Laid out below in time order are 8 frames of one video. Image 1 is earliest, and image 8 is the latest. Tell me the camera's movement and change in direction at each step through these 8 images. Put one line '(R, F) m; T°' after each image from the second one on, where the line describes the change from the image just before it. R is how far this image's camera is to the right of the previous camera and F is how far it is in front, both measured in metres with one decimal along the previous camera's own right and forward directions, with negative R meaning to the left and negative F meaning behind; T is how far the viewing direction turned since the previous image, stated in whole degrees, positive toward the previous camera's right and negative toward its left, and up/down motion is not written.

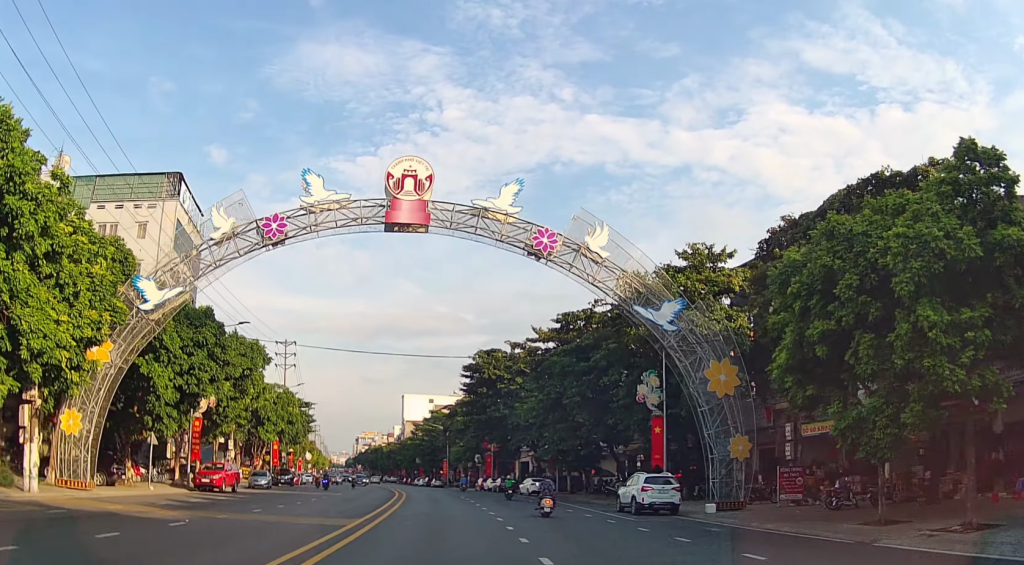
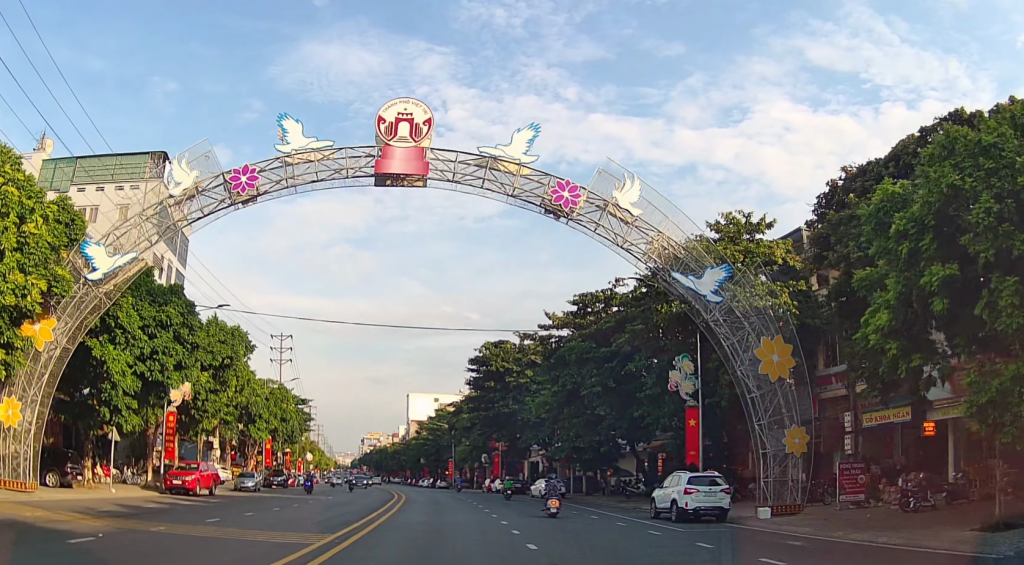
(0.0, +5.2) m; -1°
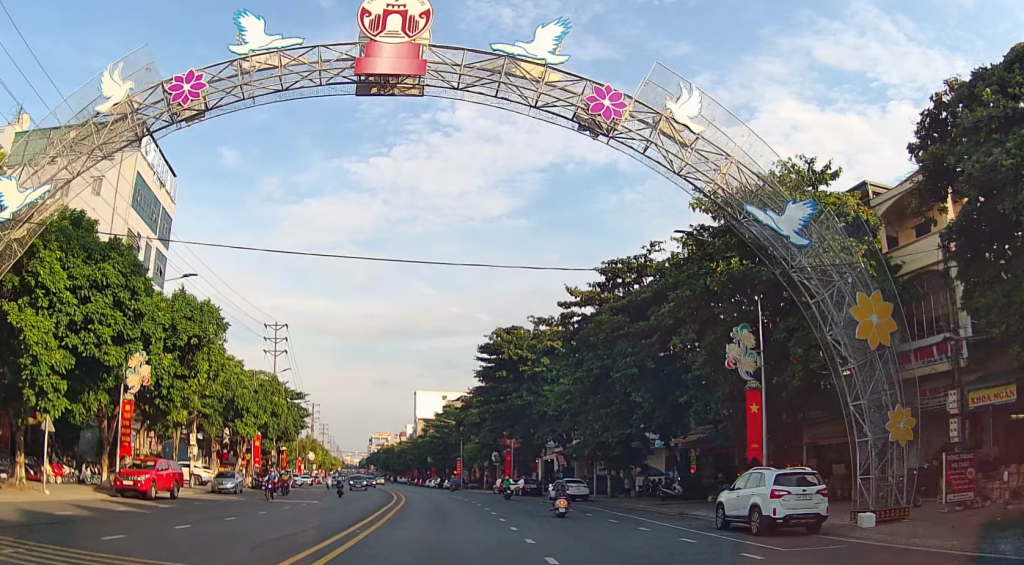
(-0.1, +7.3) m; 0°
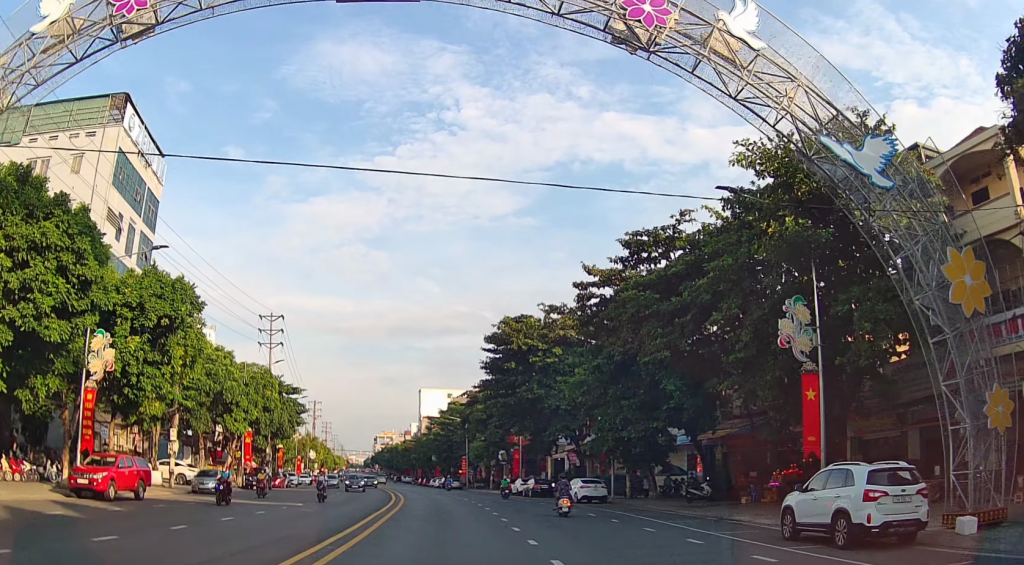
(0.0, +4.7) m; 0°
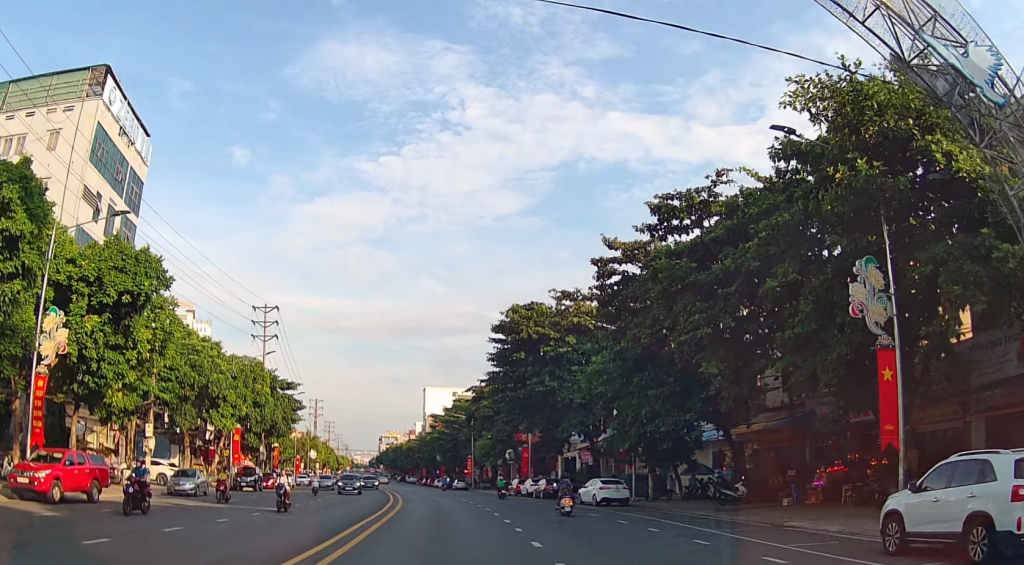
(0.0, +4.5) m; 0°
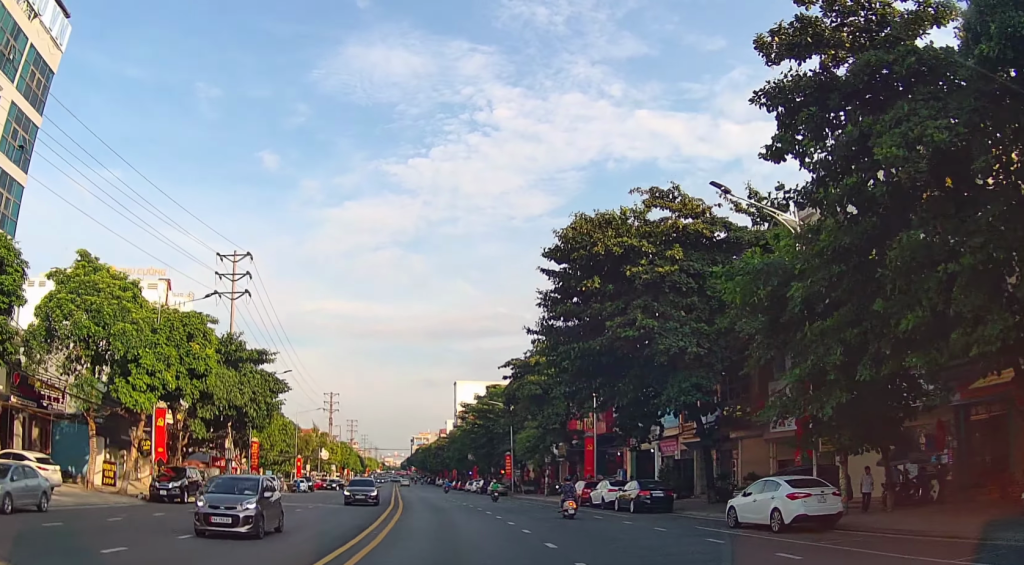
(-0.5, +21.0) m; -2°
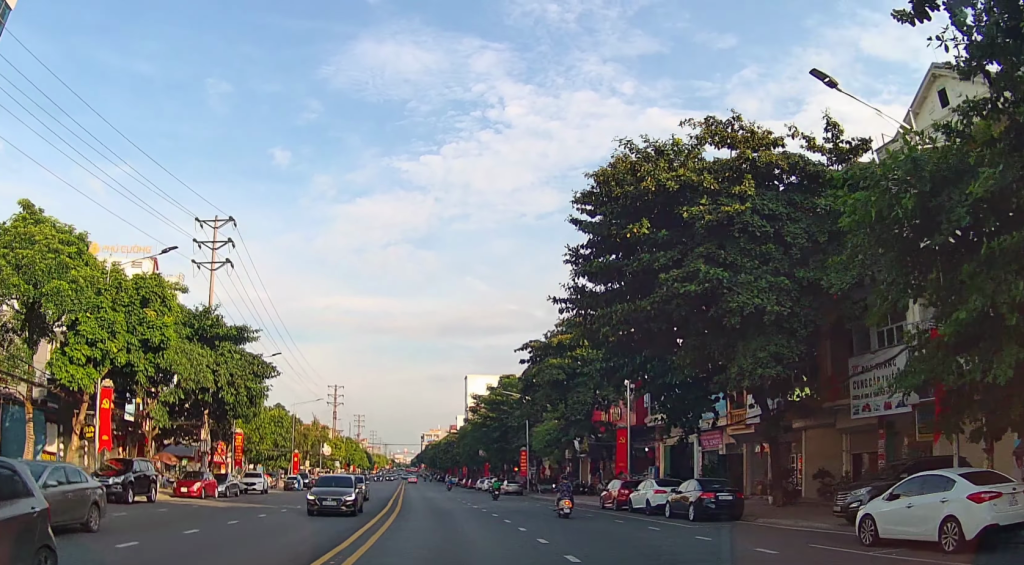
(+0.1, +7.5) m; 0°
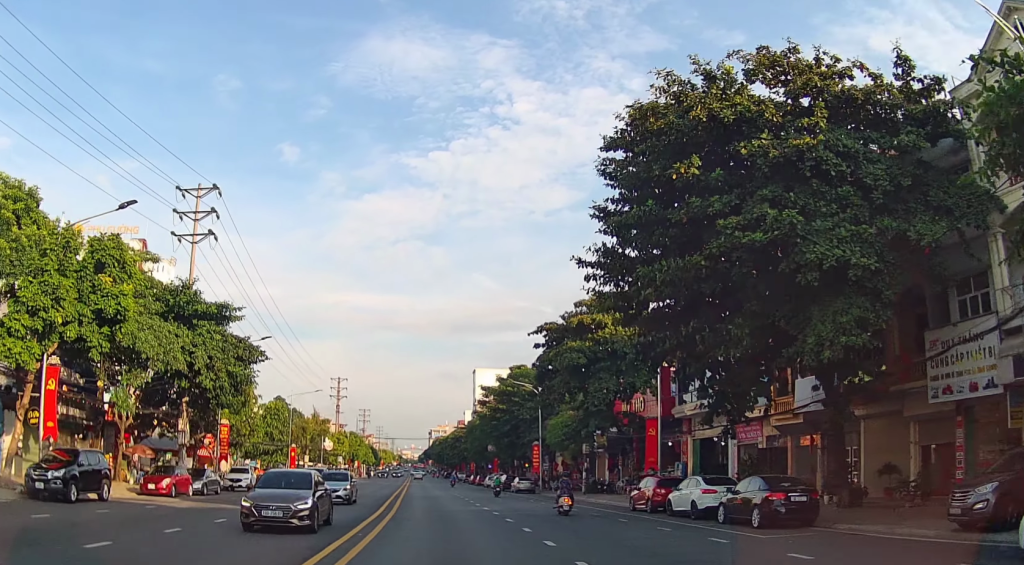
(0.0, +5.1) m; -1°
